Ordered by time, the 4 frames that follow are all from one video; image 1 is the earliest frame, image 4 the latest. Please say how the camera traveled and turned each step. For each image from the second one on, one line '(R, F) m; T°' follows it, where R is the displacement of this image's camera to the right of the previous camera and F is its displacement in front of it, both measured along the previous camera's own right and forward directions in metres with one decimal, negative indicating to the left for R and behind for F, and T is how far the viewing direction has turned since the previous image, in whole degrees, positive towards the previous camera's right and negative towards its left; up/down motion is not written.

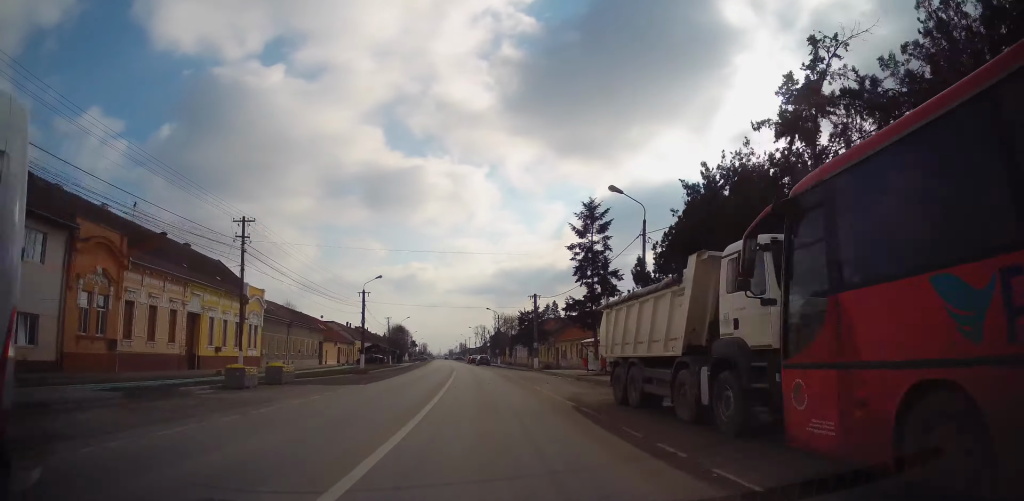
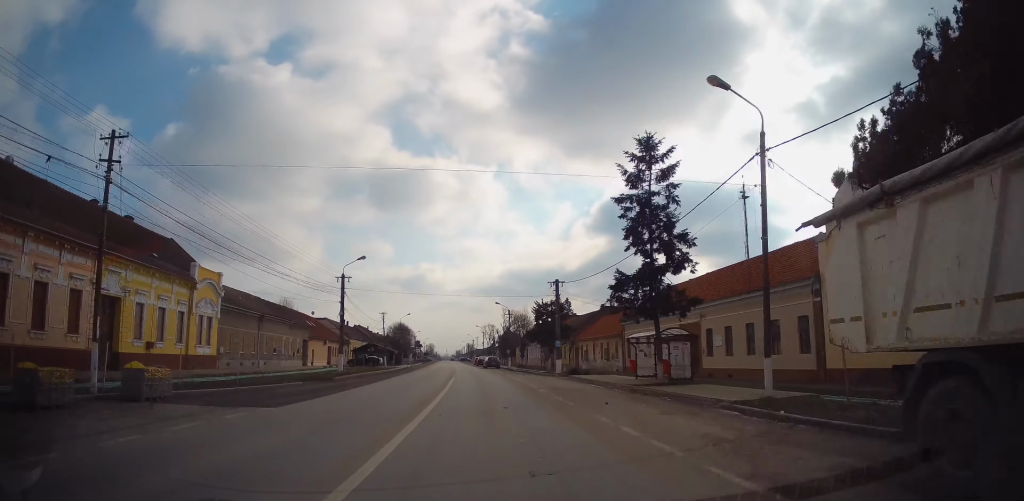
(-0.1, +11.7) m; 0°
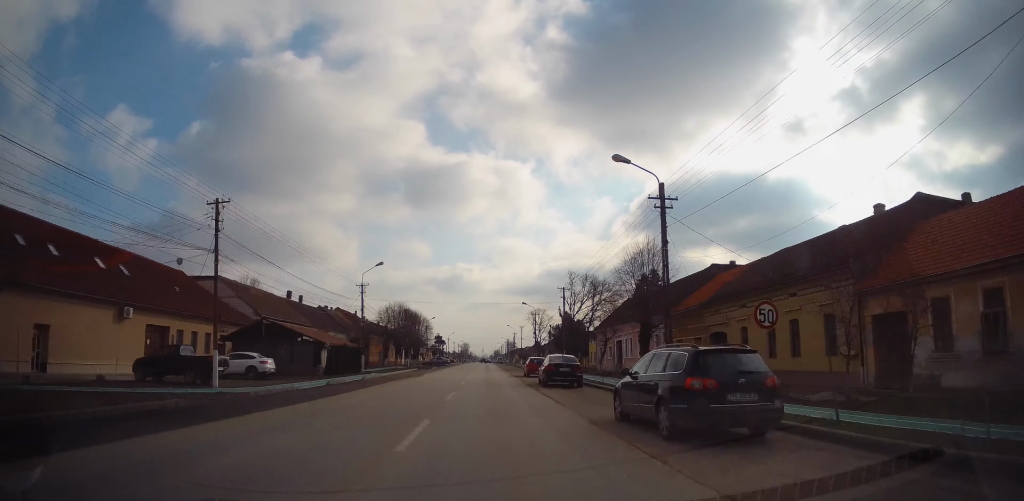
(-1.9, +58.1) m; -4°
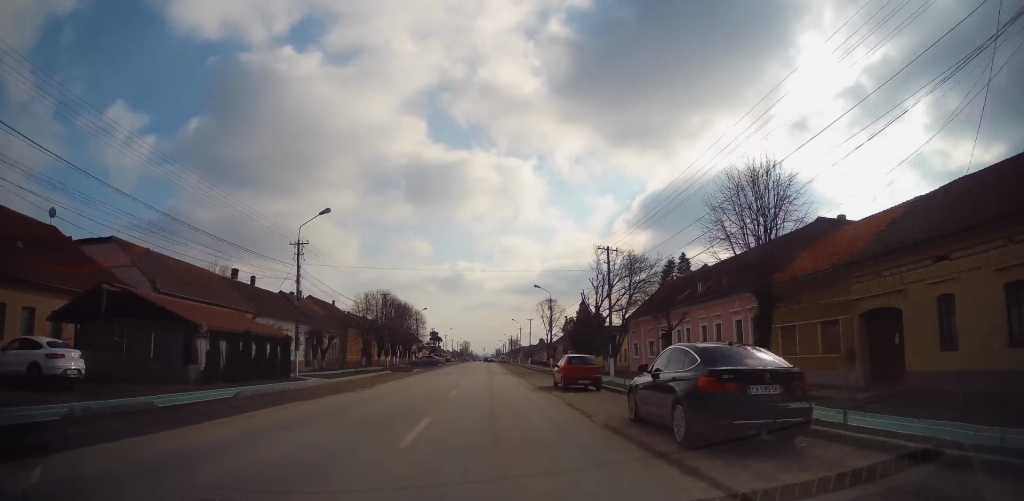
(+0.1, +17.6) m; 0°
